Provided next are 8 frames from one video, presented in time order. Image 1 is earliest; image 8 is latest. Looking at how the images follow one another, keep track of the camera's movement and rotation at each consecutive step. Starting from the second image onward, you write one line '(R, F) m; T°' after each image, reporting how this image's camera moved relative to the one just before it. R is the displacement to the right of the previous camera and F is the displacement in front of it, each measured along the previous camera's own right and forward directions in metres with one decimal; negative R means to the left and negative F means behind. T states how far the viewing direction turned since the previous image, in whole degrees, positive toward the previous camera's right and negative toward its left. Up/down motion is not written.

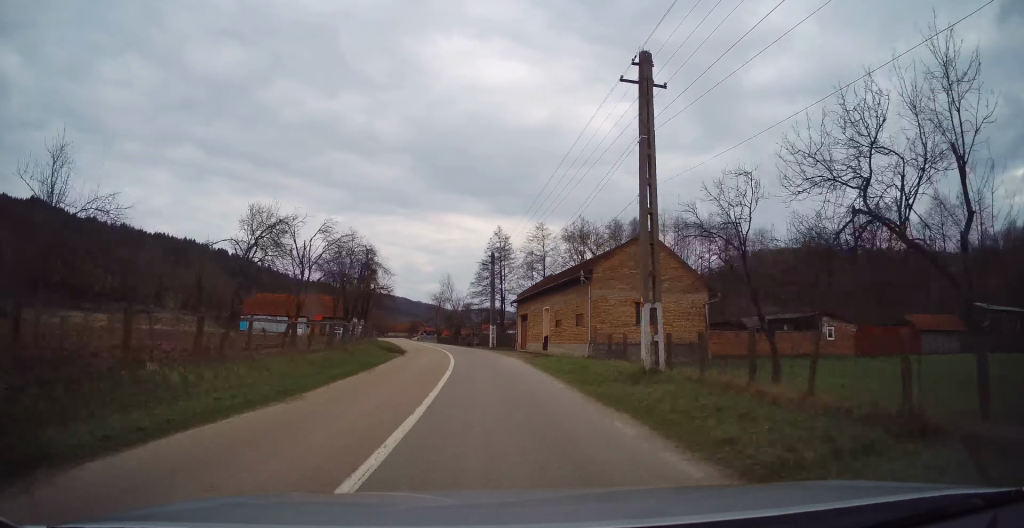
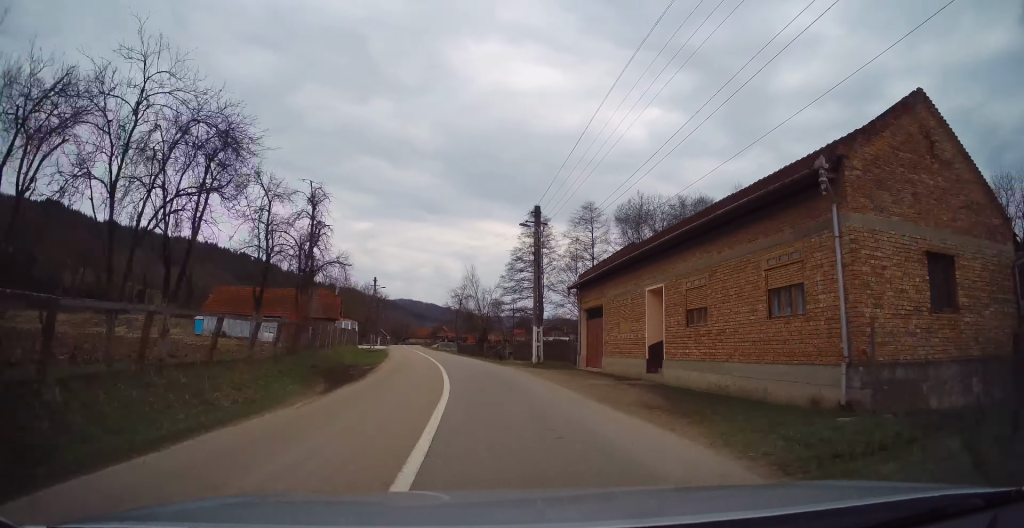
(-0.4, +19.8) m; -3°
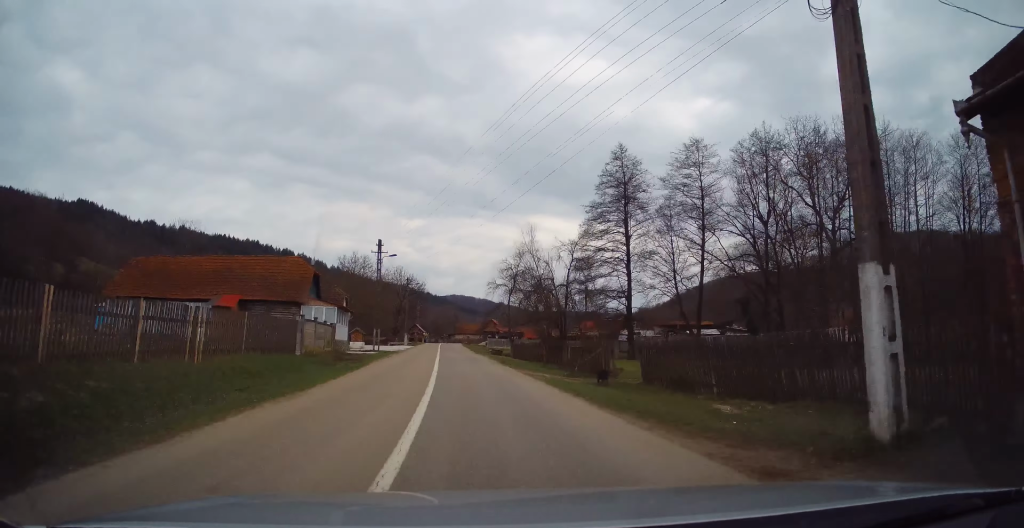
(-1.1, +23.7) m; -5°
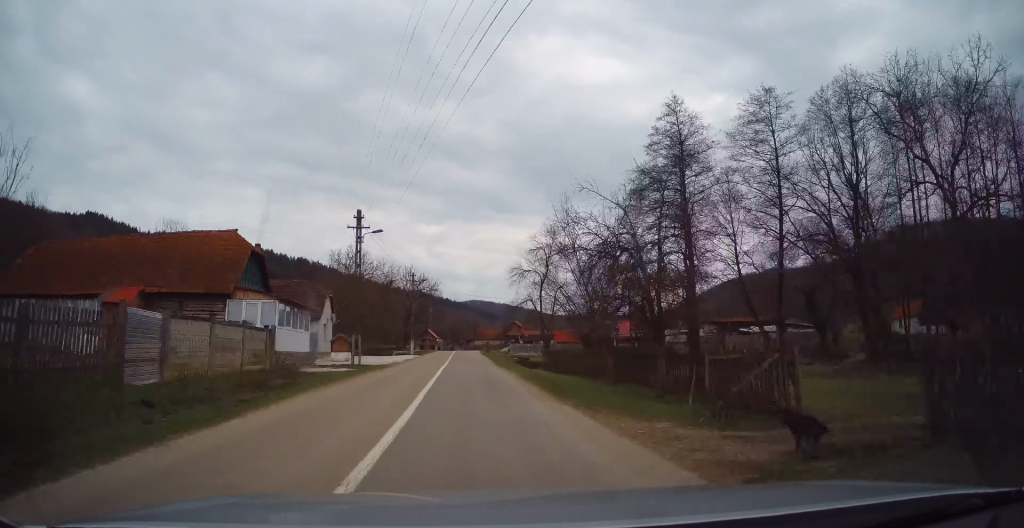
(-0.2, +12.1) m; -2°
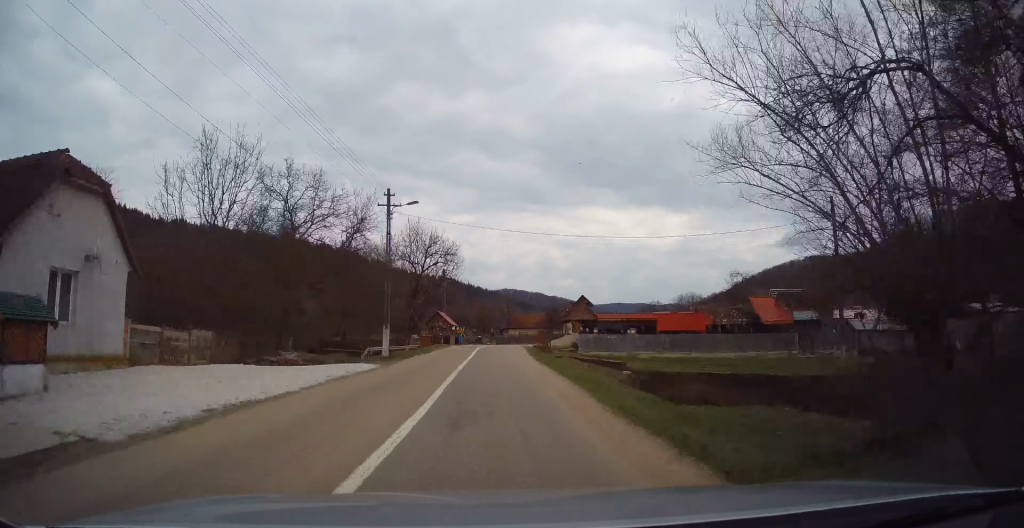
(-0.9, +30.5) m; -2°
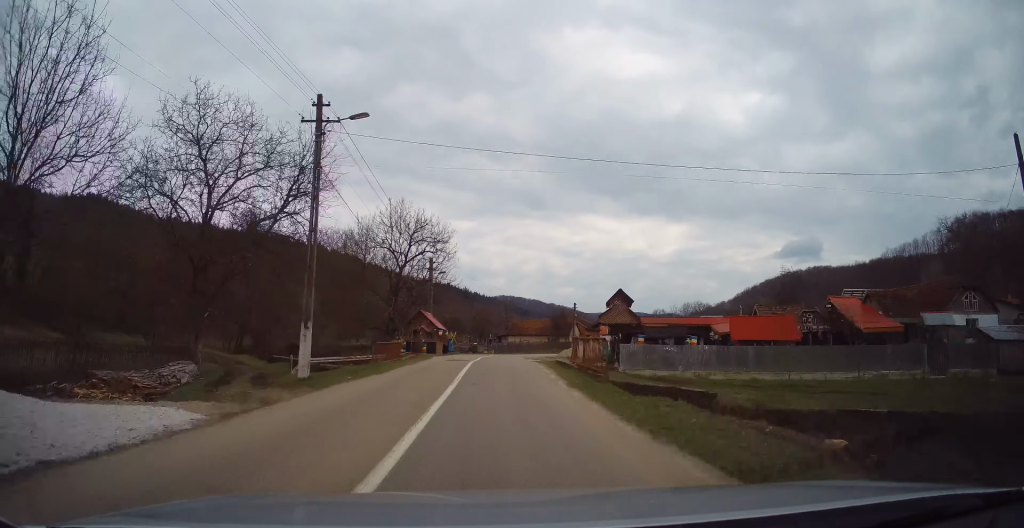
(0.0, +12.5) m; 0°
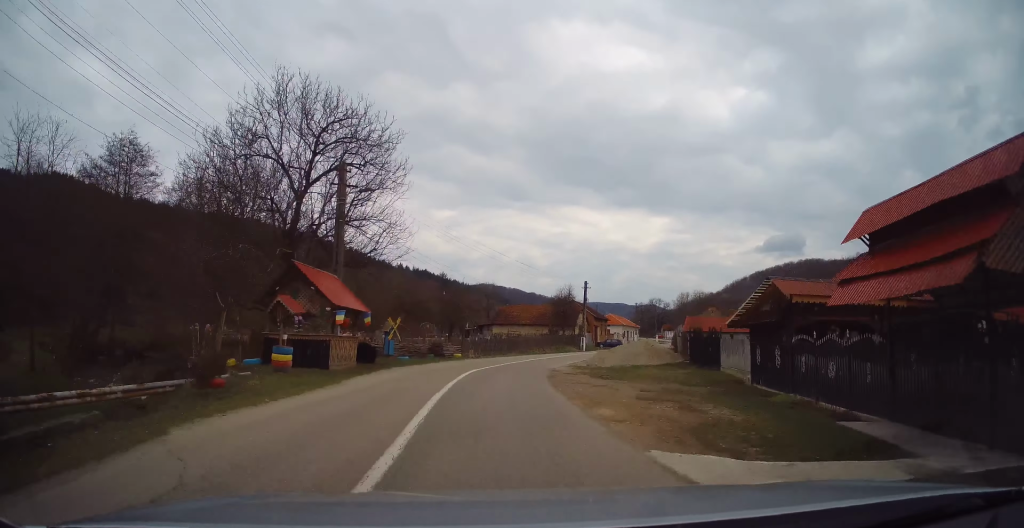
(0.0, +25.3) m; +3°
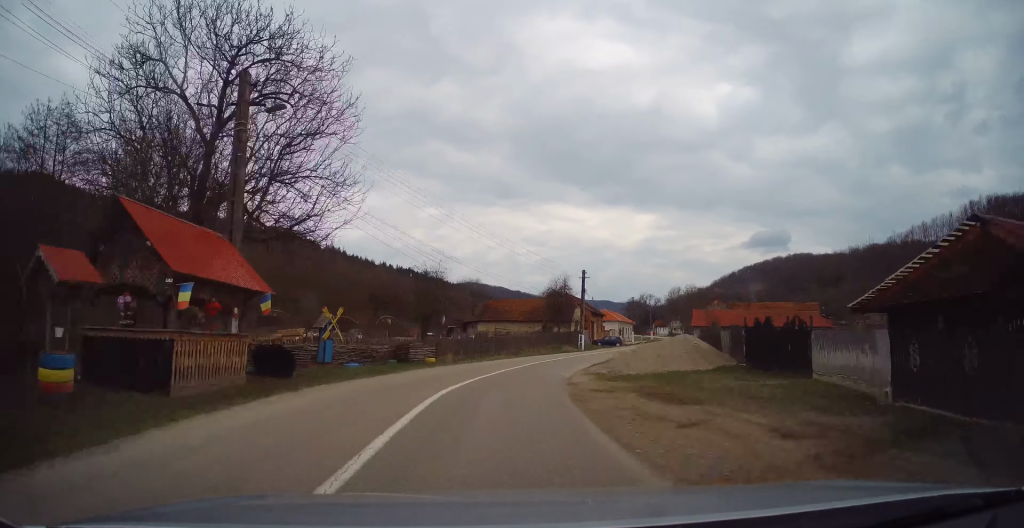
(-0.1, +8.3) m; +2°
